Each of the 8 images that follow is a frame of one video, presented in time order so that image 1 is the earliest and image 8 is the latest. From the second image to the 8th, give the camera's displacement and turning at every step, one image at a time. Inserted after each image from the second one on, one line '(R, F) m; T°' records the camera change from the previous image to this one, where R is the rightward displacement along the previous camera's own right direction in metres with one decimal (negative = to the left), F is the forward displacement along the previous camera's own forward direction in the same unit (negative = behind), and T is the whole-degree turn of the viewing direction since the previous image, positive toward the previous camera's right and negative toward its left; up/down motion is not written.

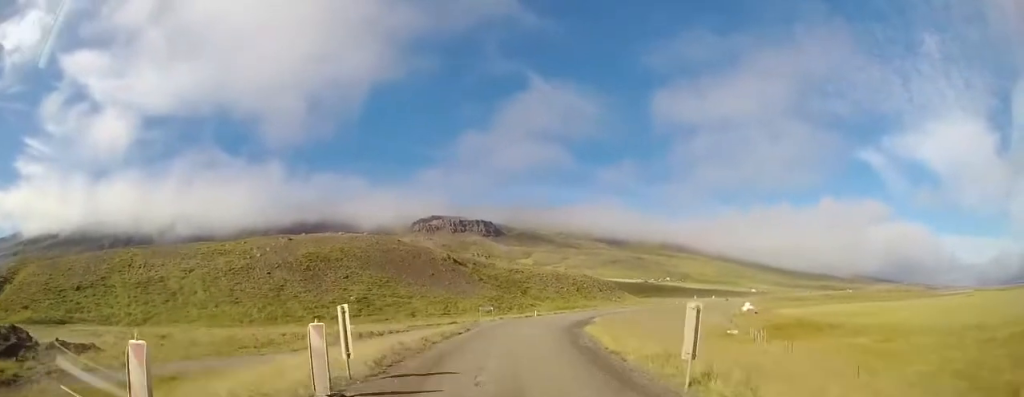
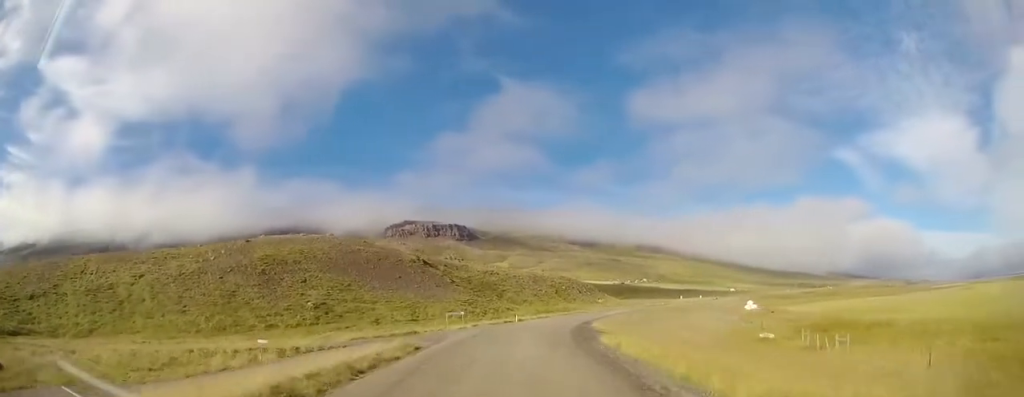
(0.0, +10.5) m; 0°
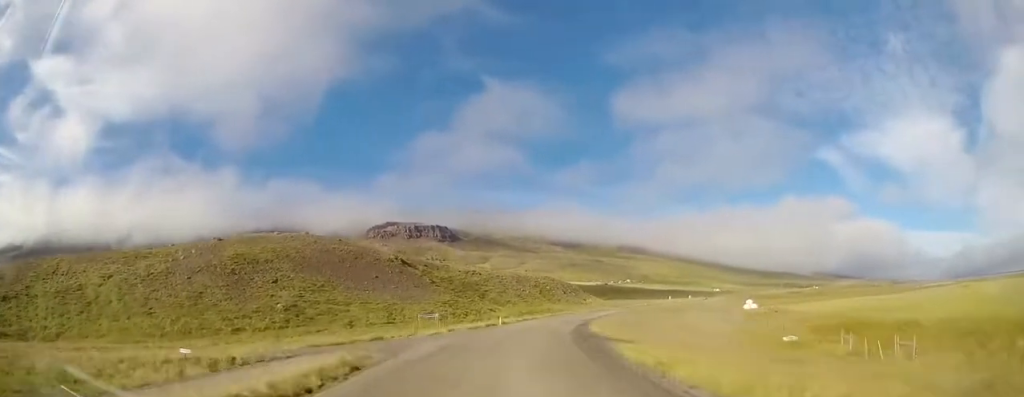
(-0.1, +5.8) m; +2°
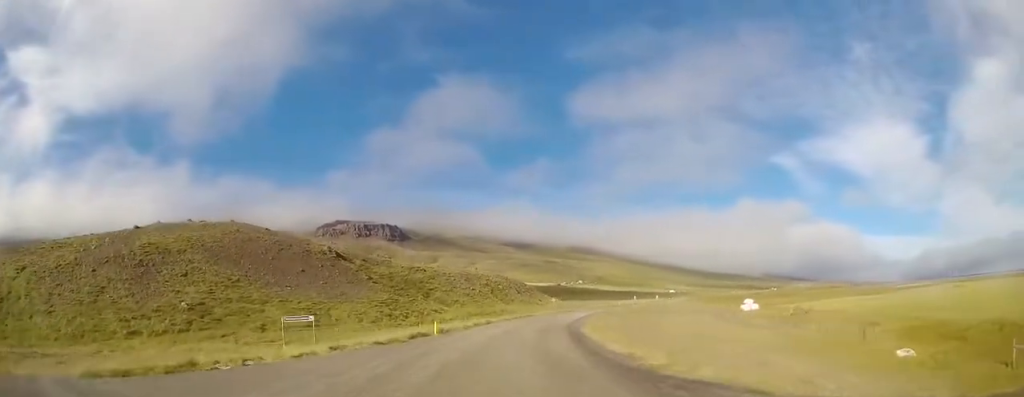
(+0.7, +15.9) m; +9°
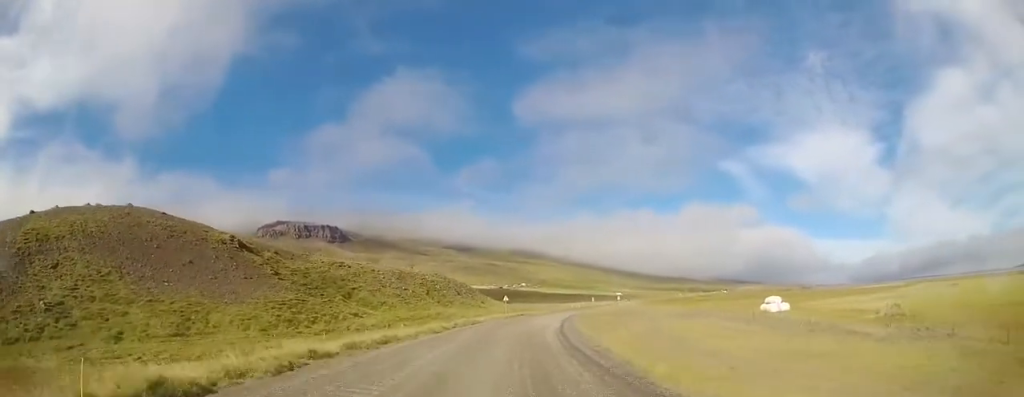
(+2.3, +21.3) m; +9°
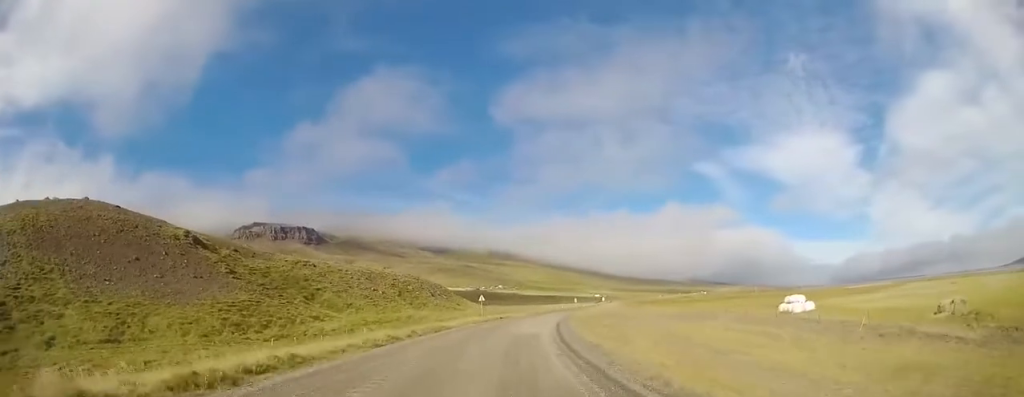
(-0.1, +8.7) m; +3°
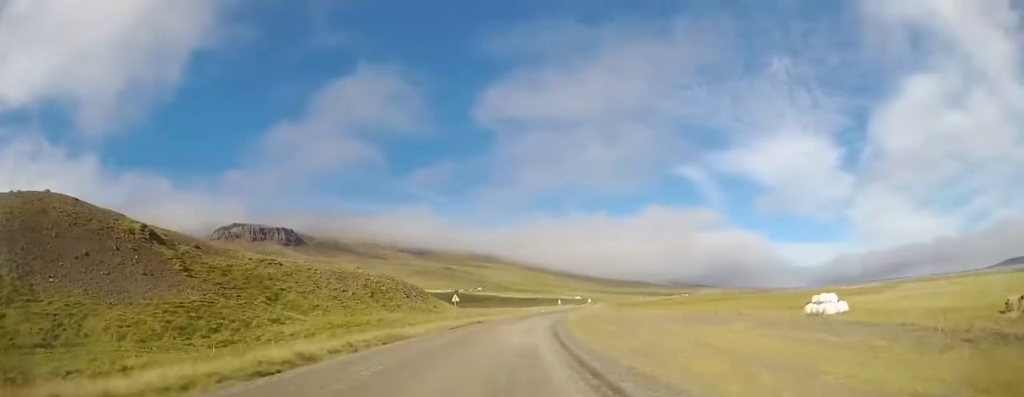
(+0.5, +8.1) m; +2°
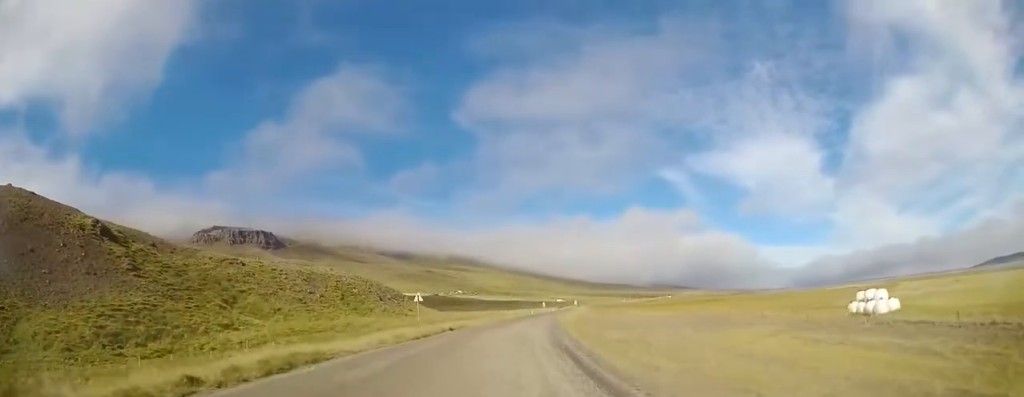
(+0.2, +8.7) m; +2°
